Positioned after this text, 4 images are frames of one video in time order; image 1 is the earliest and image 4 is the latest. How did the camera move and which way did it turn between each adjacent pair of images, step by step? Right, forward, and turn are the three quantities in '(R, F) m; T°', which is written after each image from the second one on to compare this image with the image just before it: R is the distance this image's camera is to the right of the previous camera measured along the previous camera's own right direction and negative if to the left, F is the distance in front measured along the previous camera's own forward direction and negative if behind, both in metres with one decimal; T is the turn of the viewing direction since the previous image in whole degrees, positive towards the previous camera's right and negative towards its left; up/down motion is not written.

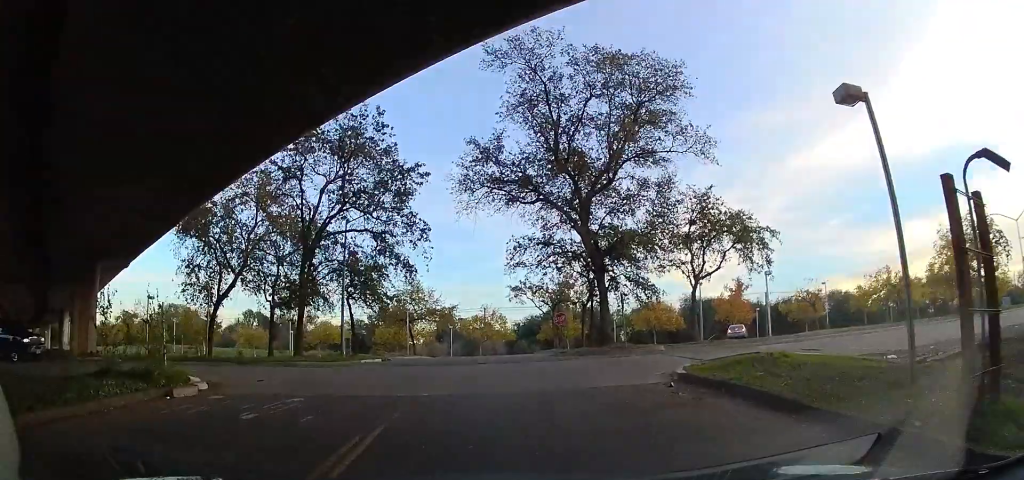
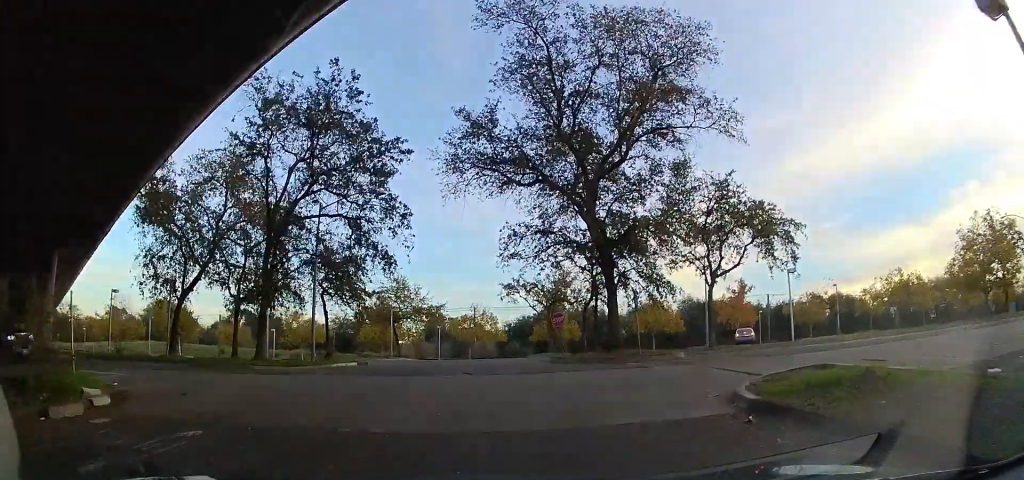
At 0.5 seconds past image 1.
(-0.1, +4.0) m; +6°
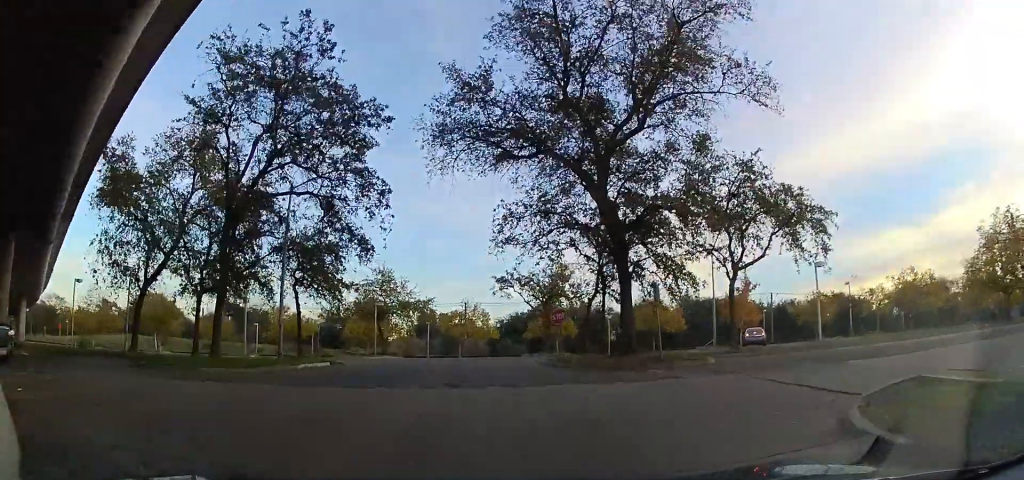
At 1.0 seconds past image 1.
(+0.4, +4.0) m; +7°
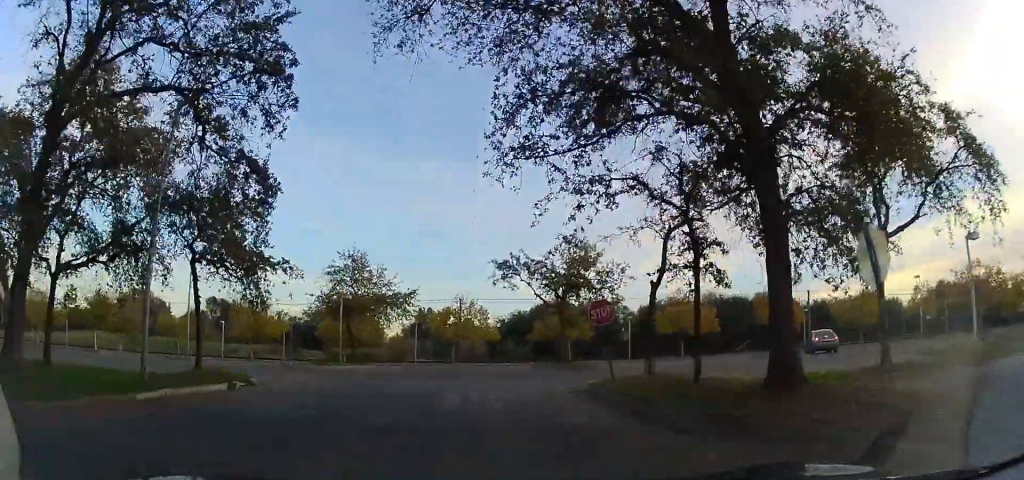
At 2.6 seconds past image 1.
(+2.1, +12.0) m; +9°
